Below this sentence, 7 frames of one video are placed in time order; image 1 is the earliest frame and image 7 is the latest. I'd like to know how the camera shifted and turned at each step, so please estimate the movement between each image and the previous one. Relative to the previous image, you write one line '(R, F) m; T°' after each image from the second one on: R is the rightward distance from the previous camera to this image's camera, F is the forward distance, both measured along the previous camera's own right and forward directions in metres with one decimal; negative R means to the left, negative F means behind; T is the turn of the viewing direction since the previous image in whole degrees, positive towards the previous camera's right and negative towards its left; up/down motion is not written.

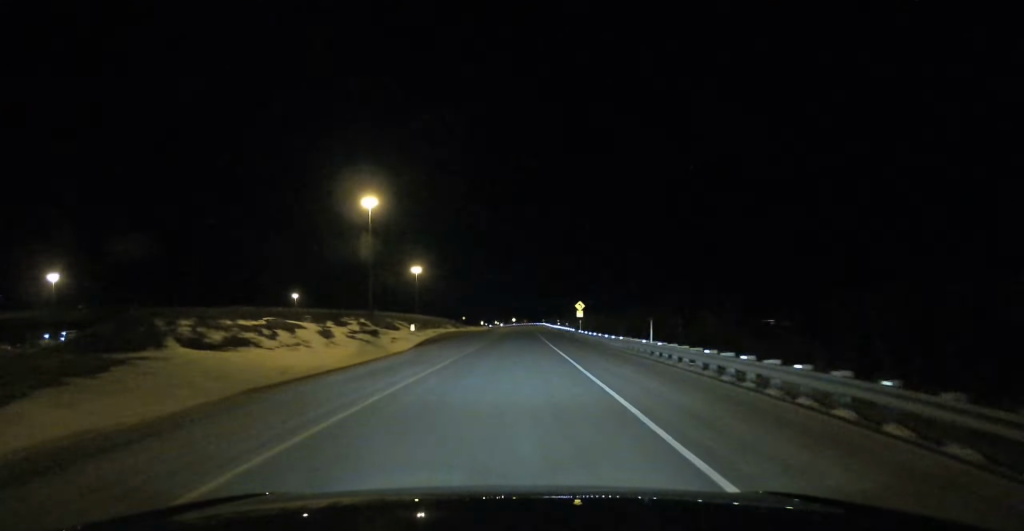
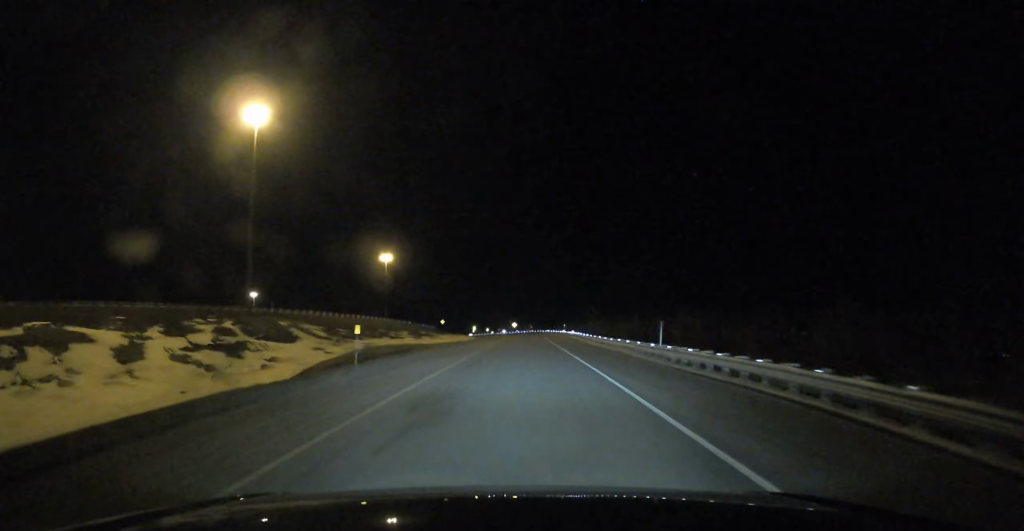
(+1.4, +80.8) m; 0°
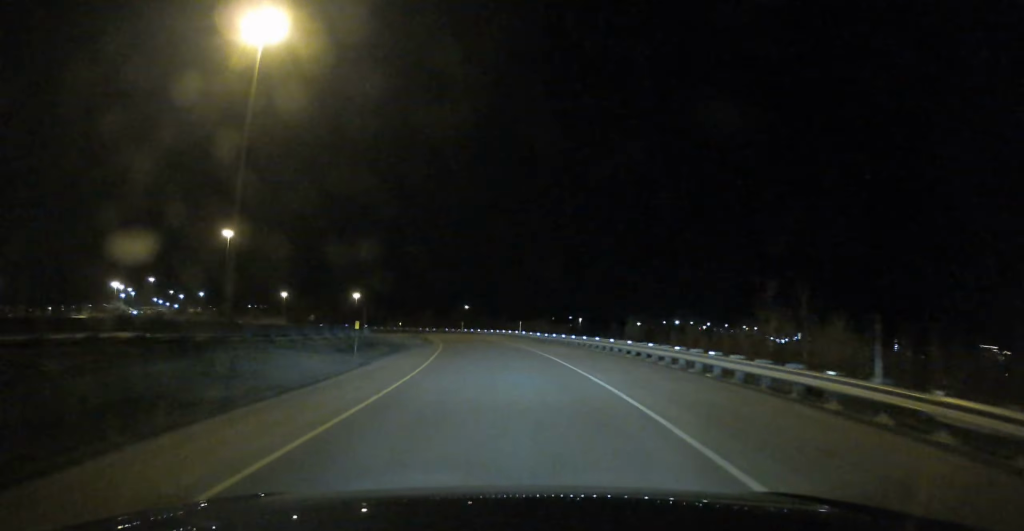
(-15.3, +184.7) m; -18°
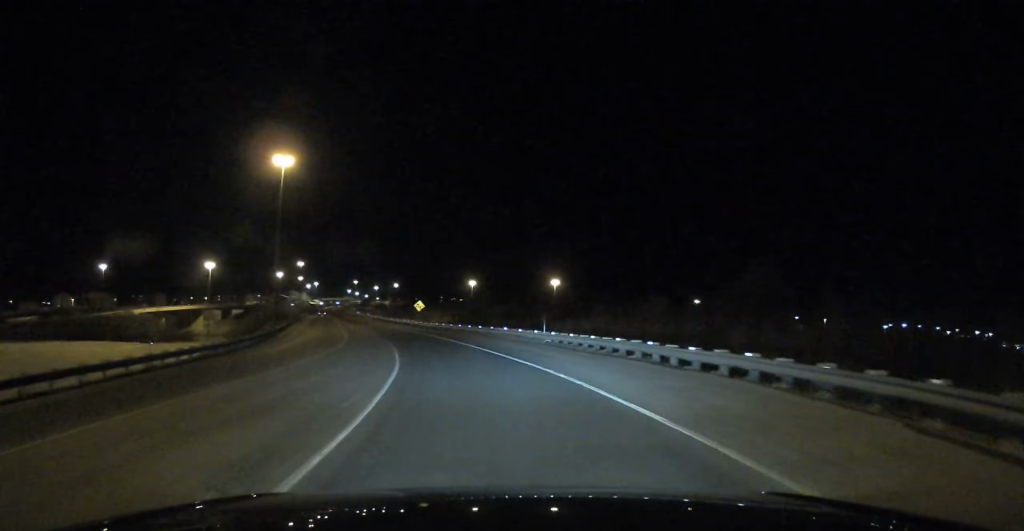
(-16.5, +100.6) m; -19°
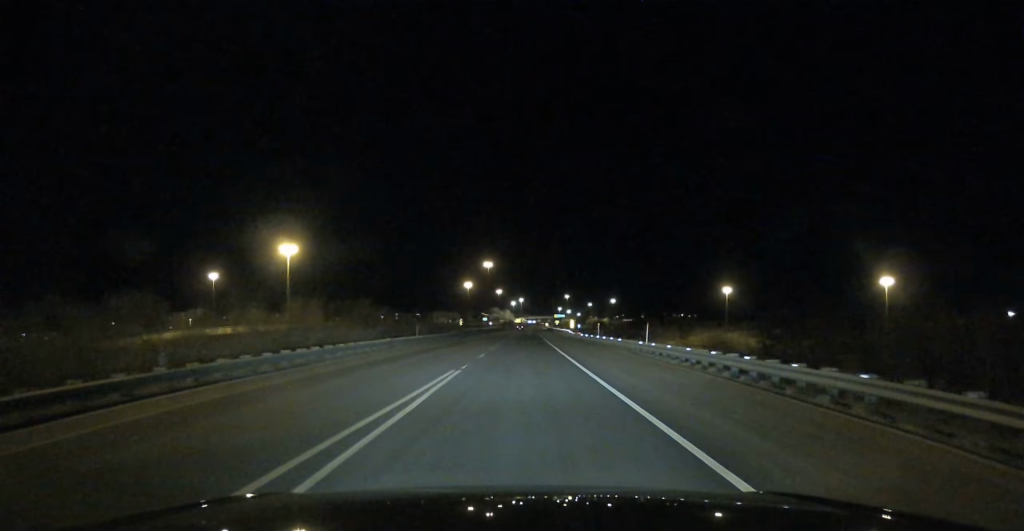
(-23.2, +127.9) m; -13°
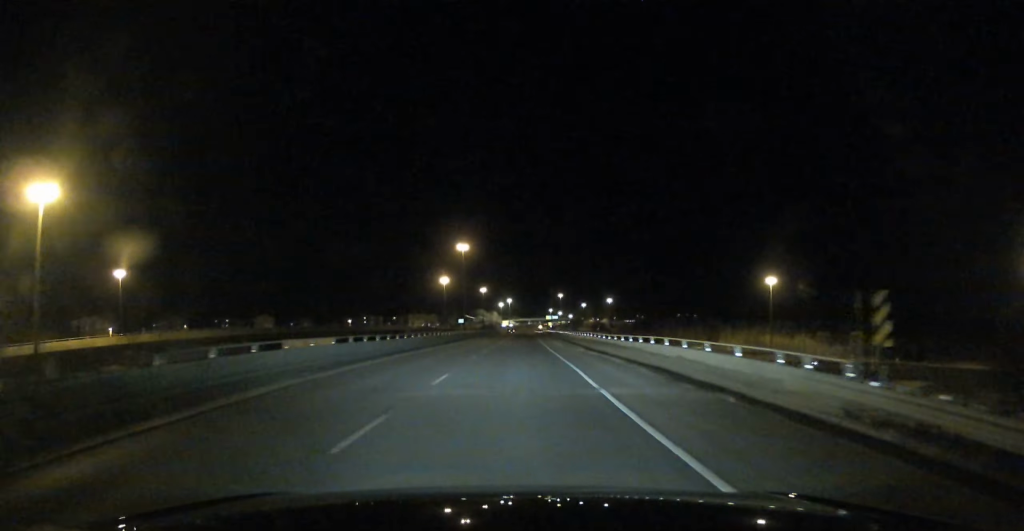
(+0.3, +79.6) m; 0°
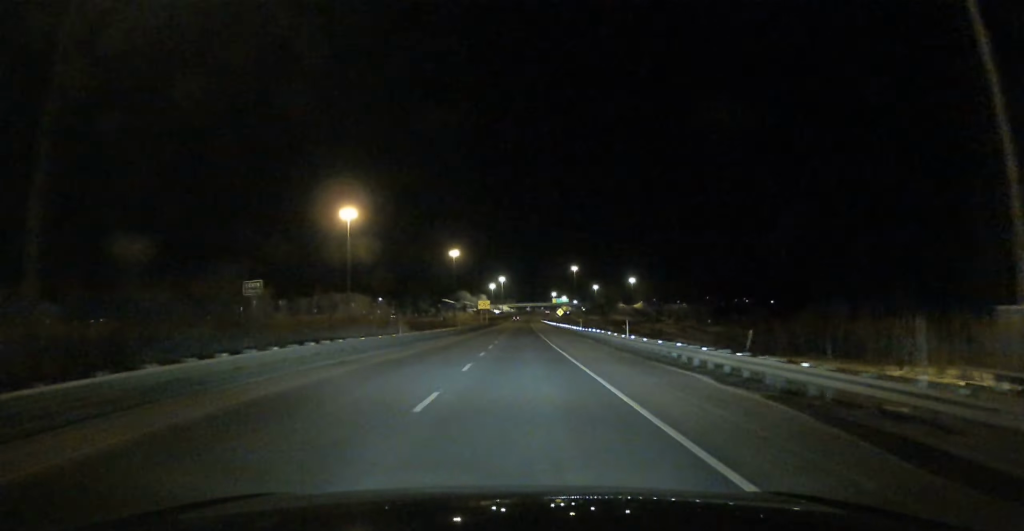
(+0.8, +197.6) m; 0°
